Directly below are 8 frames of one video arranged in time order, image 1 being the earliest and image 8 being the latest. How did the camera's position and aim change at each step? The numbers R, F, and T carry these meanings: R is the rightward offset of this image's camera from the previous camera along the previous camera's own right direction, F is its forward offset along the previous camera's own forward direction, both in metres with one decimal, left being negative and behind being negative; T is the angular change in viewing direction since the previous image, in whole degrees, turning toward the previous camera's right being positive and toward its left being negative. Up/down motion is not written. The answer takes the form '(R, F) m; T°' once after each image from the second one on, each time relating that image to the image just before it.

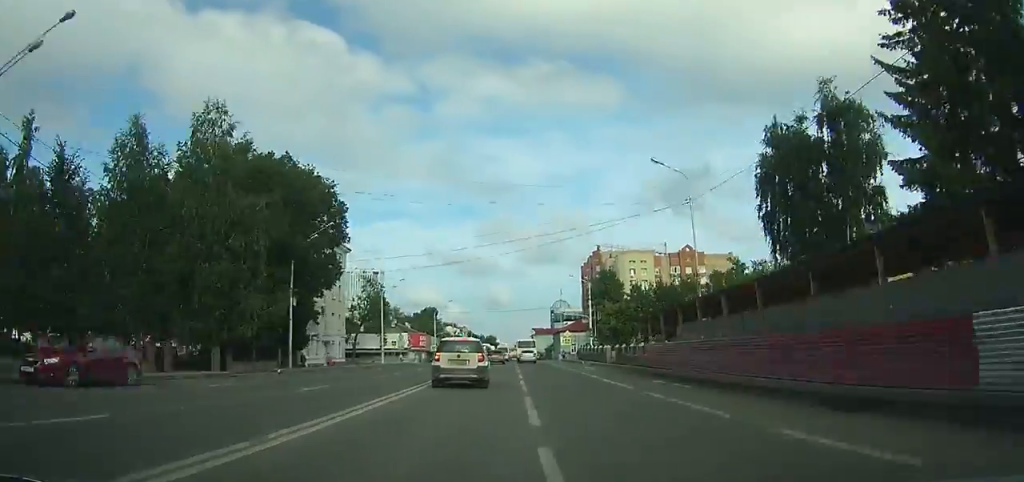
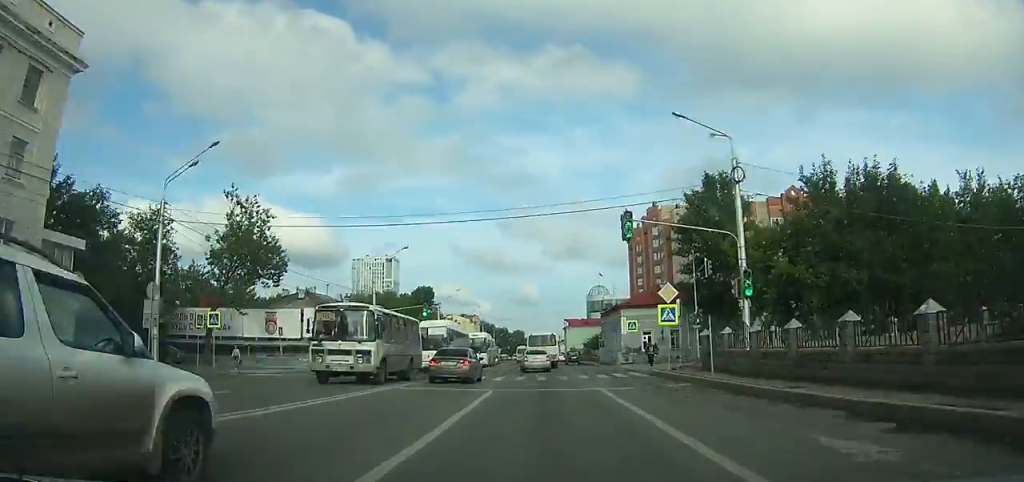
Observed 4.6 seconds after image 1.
(-0.3, +55.0) m; -1°
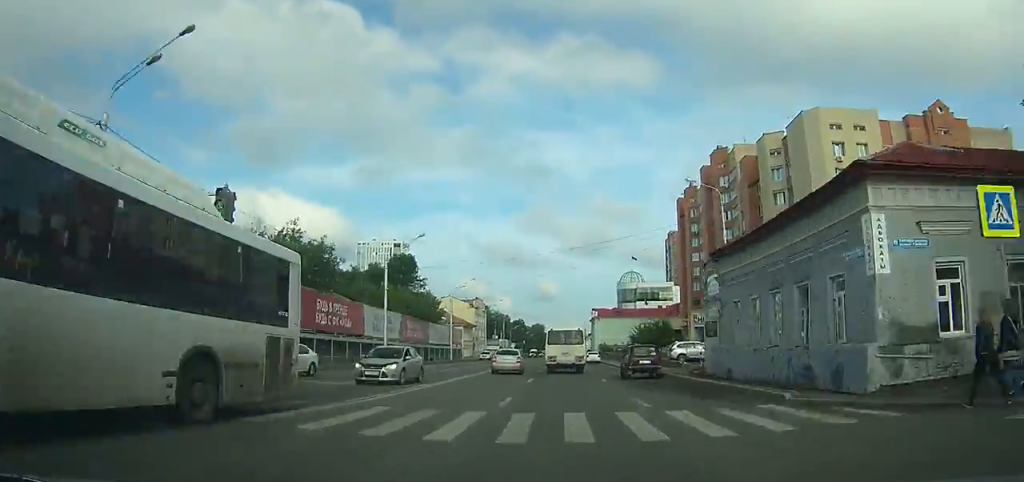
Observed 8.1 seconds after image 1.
(-0.4, +42.9) m; -1°
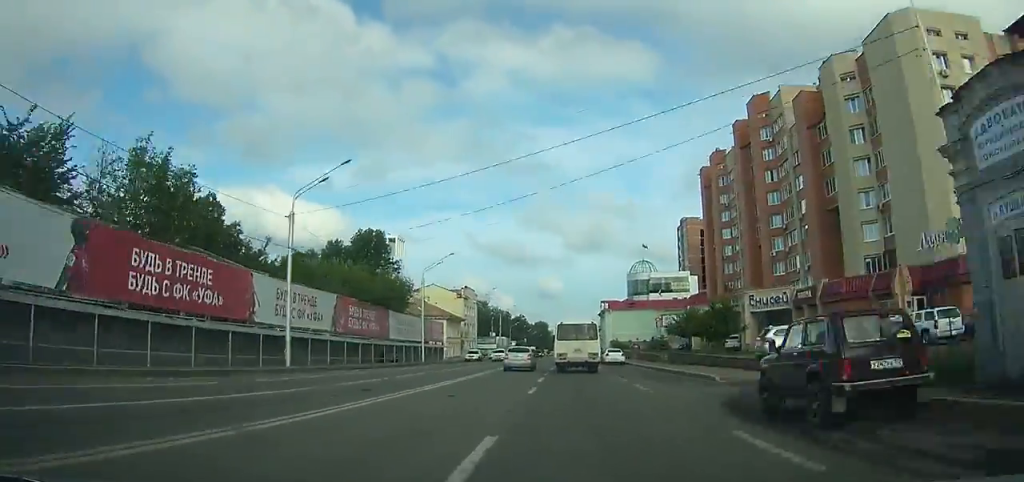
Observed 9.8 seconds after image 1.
(-0.2, +21.2) m; 0°
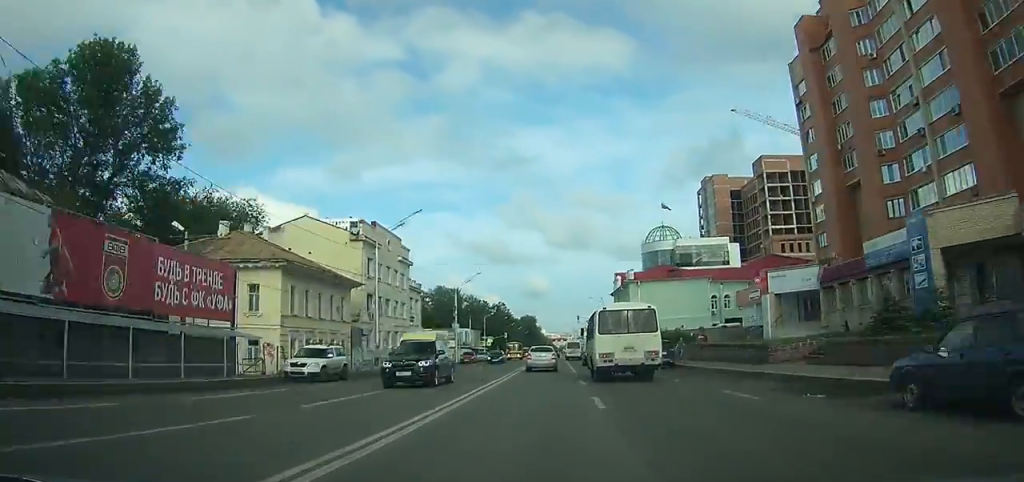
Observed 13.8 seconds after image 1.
(-0.1, +50.5) m; +1°
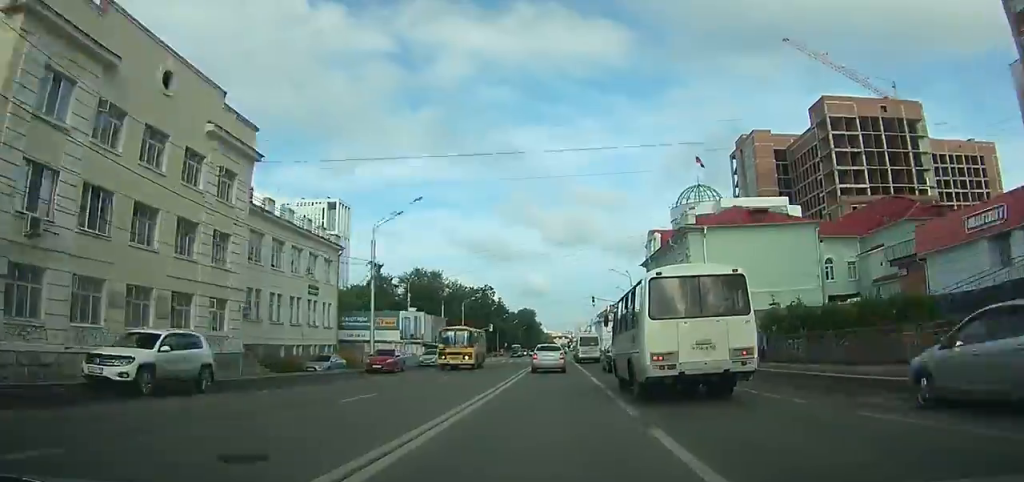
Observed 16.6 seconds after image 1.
(+0.3, +34.9) m; +1°
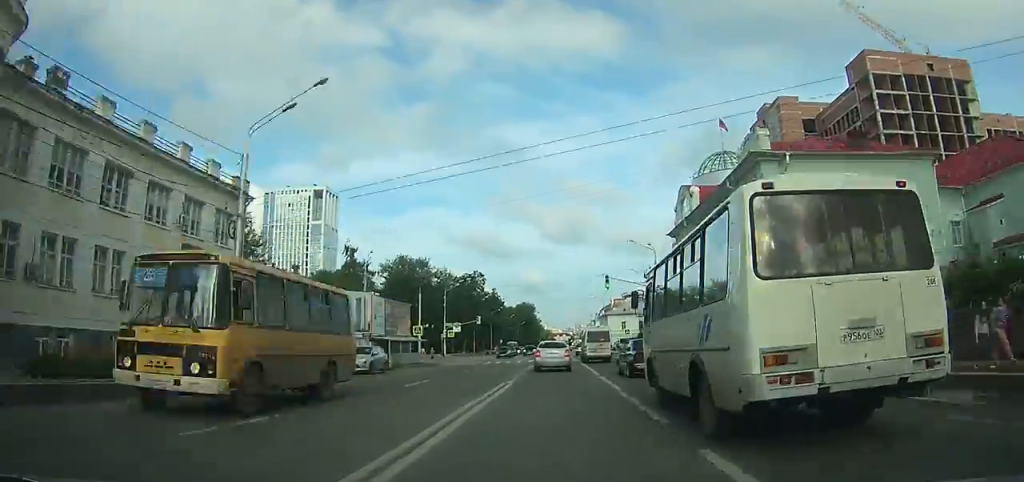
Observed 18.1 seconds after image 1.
(+0.2, +18.1) m; 0°
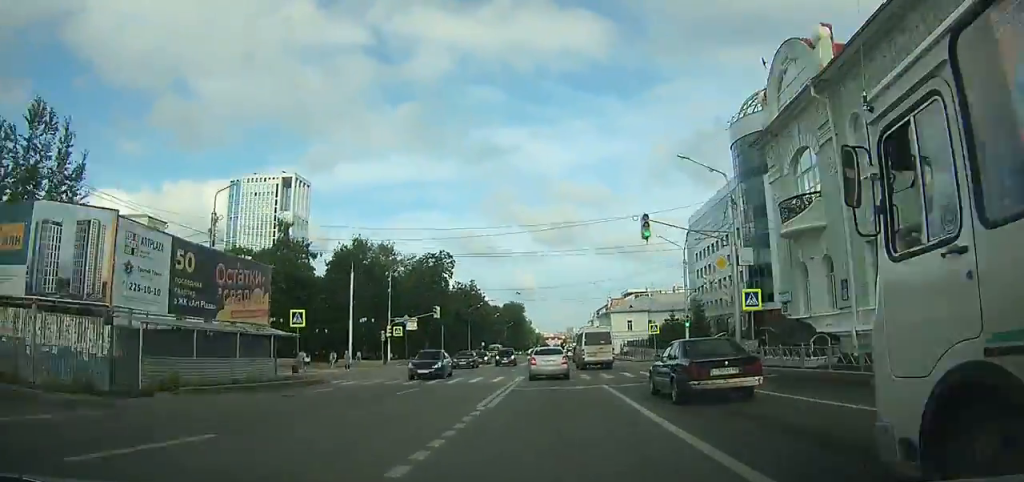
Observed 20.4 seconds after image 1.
(+0.2, +27.3) m; 0°
